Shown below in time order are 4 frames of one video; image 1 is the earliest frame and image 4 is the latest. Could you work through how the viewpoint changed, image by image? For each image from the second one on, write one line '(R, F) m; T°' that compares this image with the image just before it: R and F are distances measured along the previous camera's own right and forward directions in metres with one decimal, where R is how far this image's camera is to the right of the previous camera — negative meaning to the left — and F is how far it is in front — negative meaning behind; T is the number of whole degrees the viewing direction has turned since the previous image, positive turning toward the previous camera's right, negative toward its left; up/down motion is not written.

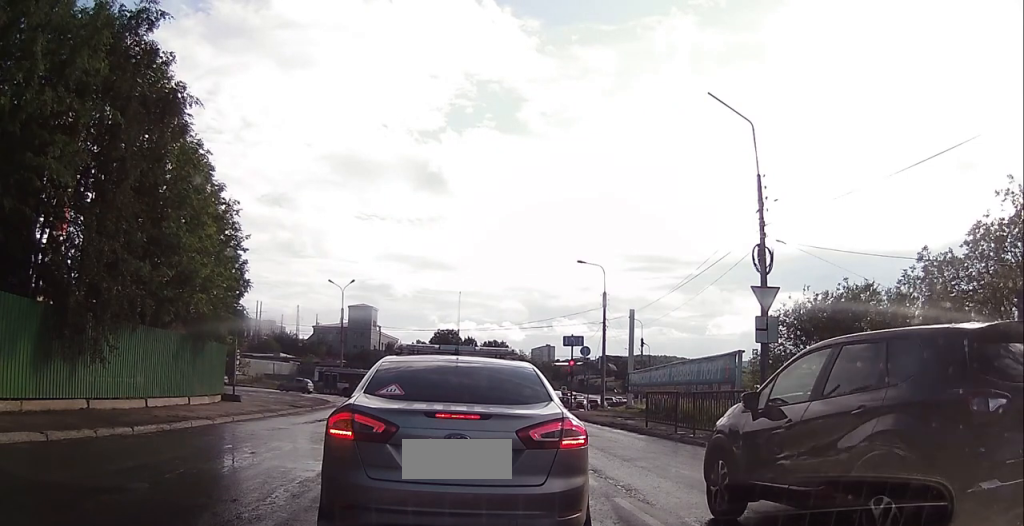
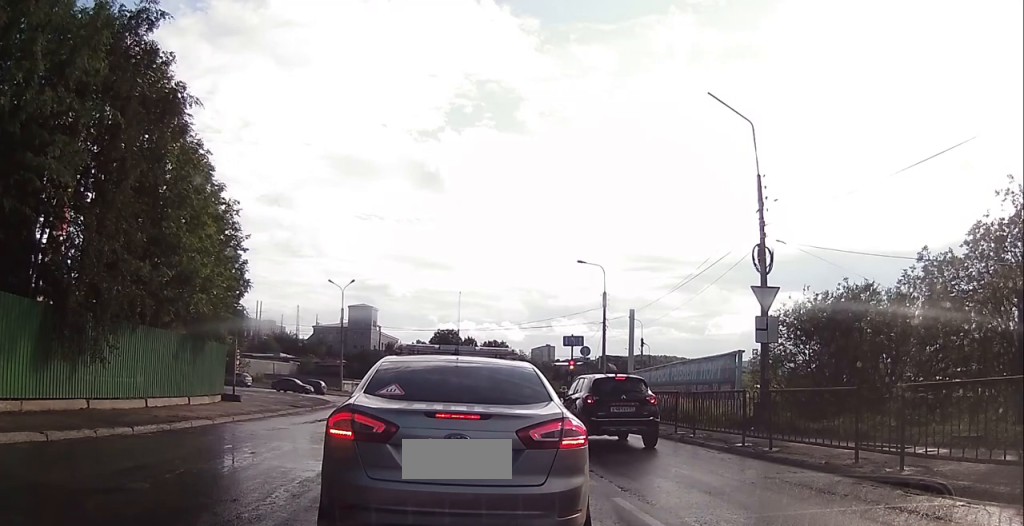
(0.0, 0.0) m; 0°
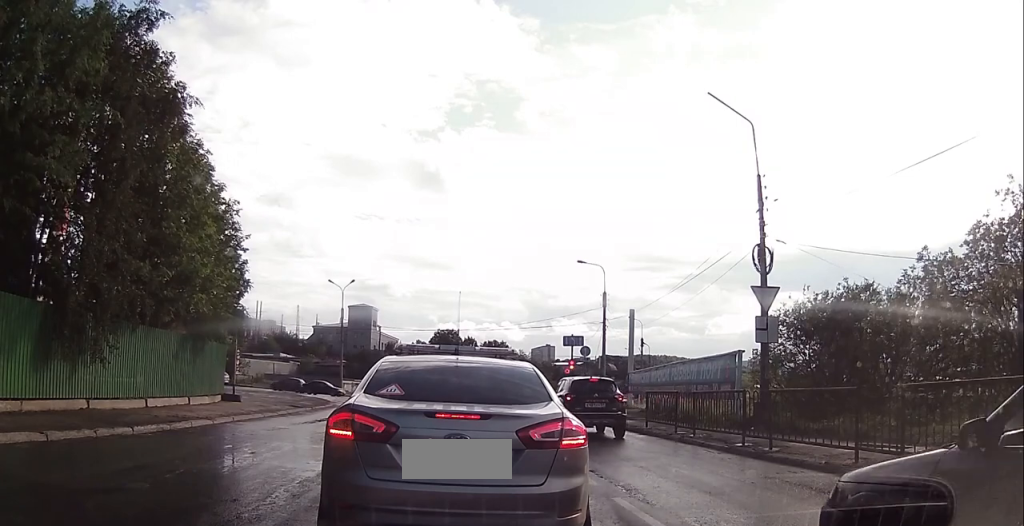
(0.0, 0.0) m; 0°
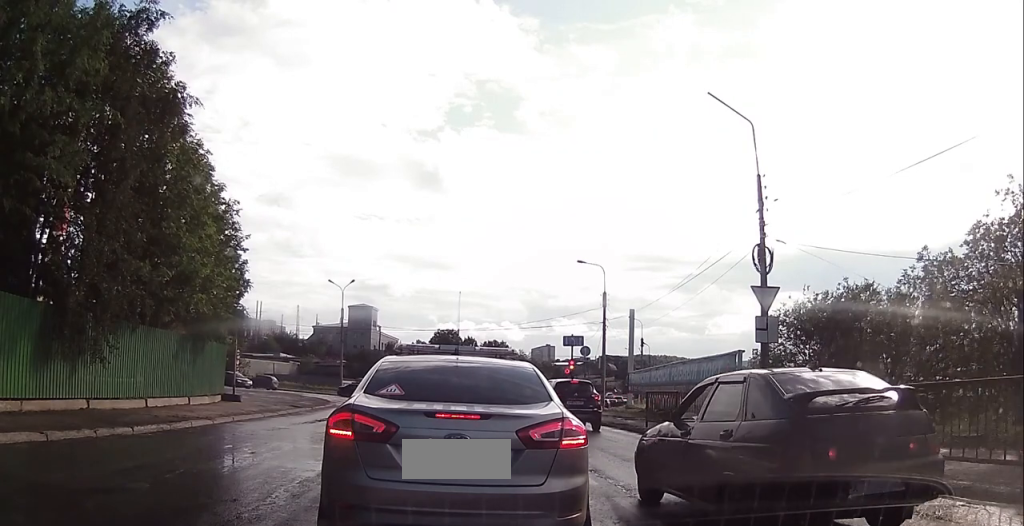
(0.0, 0.0) m; 0°
